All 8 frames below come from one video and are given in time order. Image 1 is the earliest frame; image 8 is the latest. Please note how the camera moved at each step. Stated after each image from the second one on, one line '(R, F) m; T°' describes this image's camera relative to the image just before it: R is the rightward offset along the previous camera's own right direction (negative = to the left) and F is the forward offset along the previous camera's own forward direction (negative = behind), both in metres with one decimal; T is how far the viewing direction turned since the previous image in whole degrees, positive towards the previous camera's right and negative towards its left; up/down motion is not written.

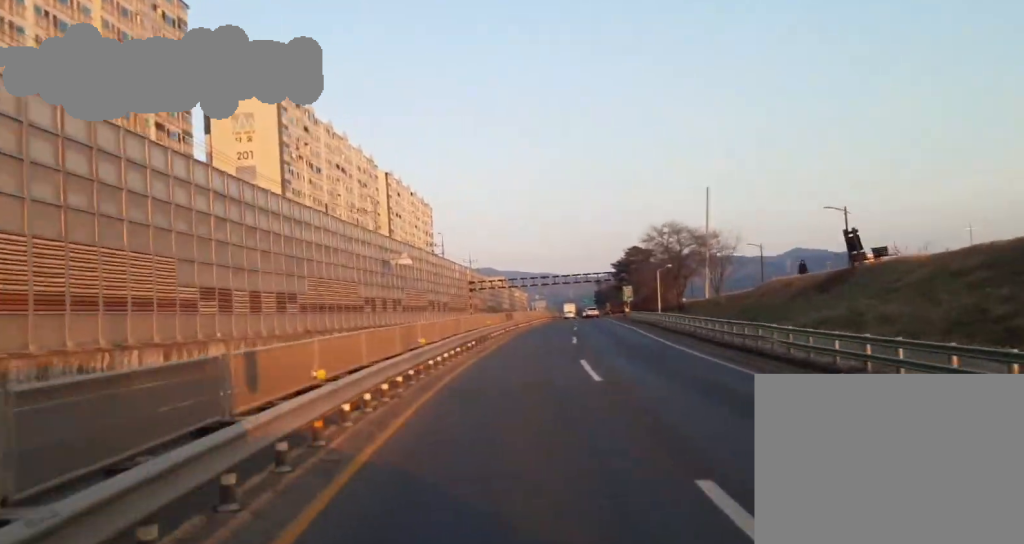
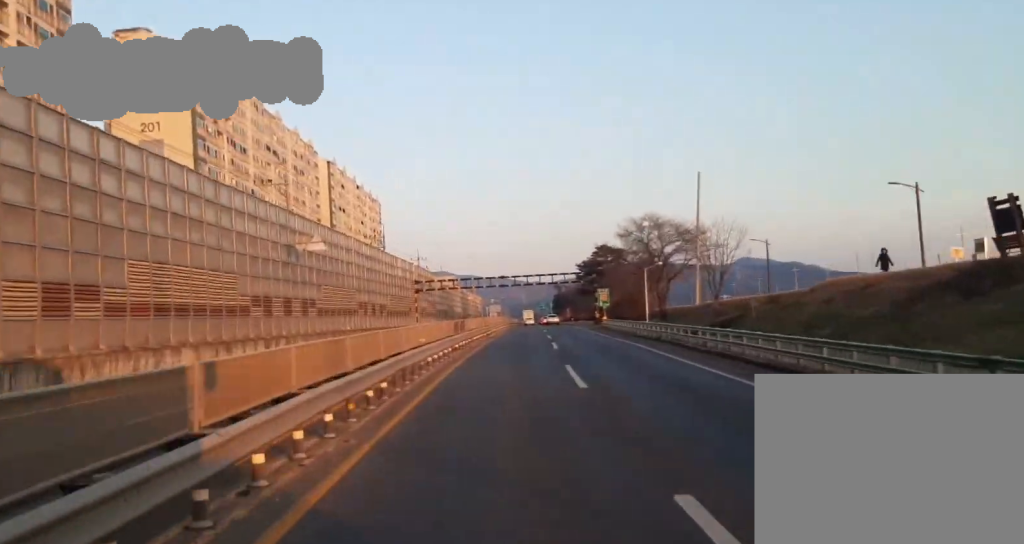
(+1.3, +19.9) m; +4°
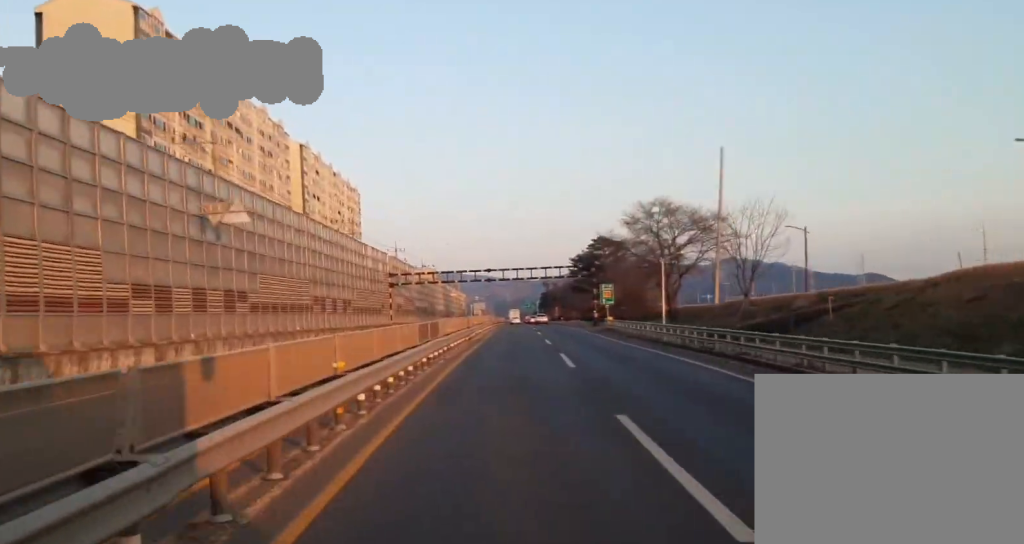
(-0.1, +13.8) m; +1°
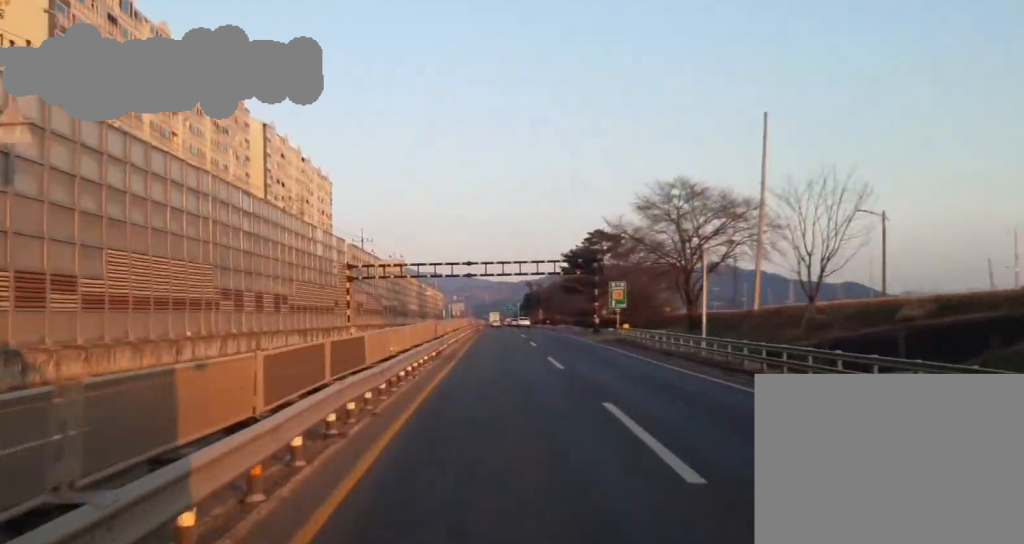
(0.0, +17.0) m; +1°
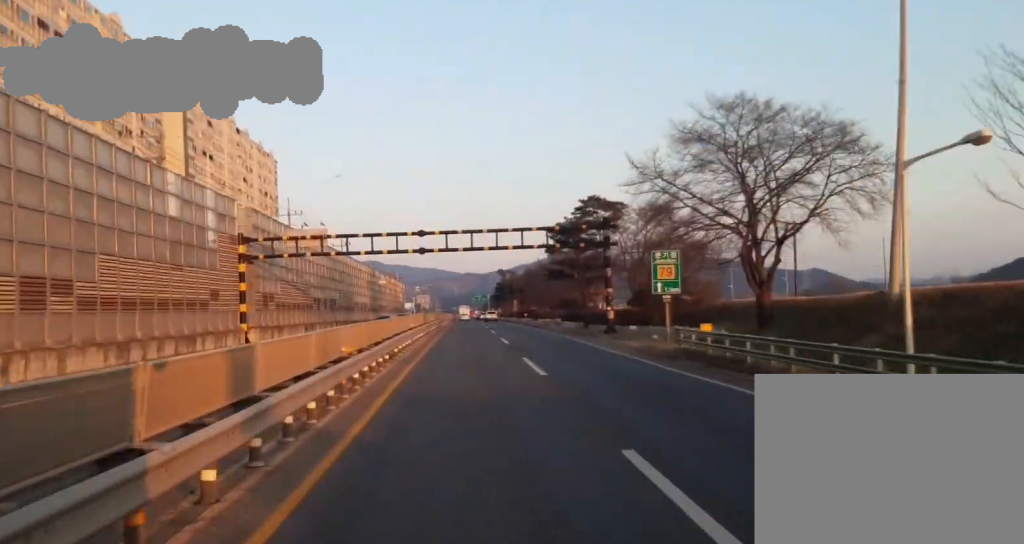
(+0.5, +25.6) m; +3°
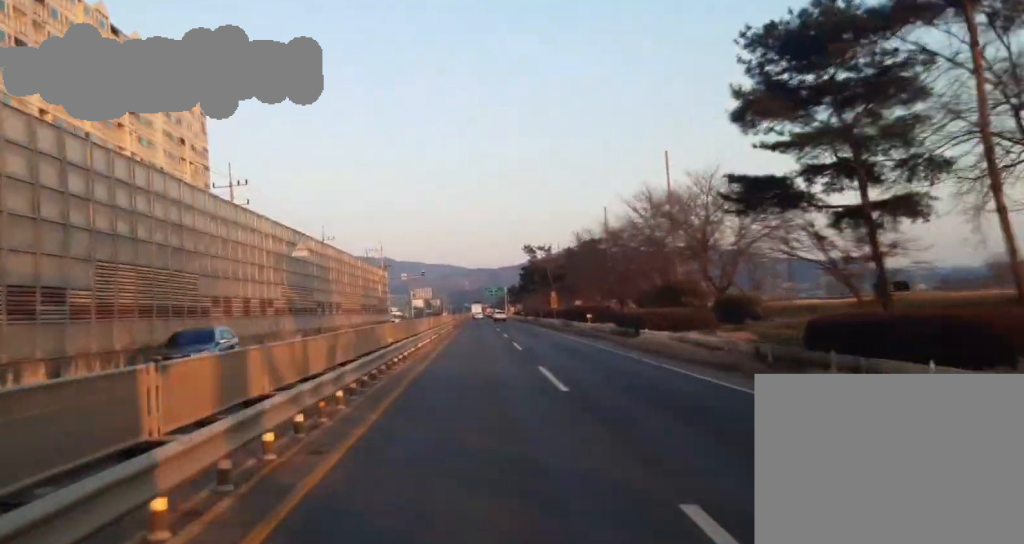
(+2.2, +61.6) m; +3°
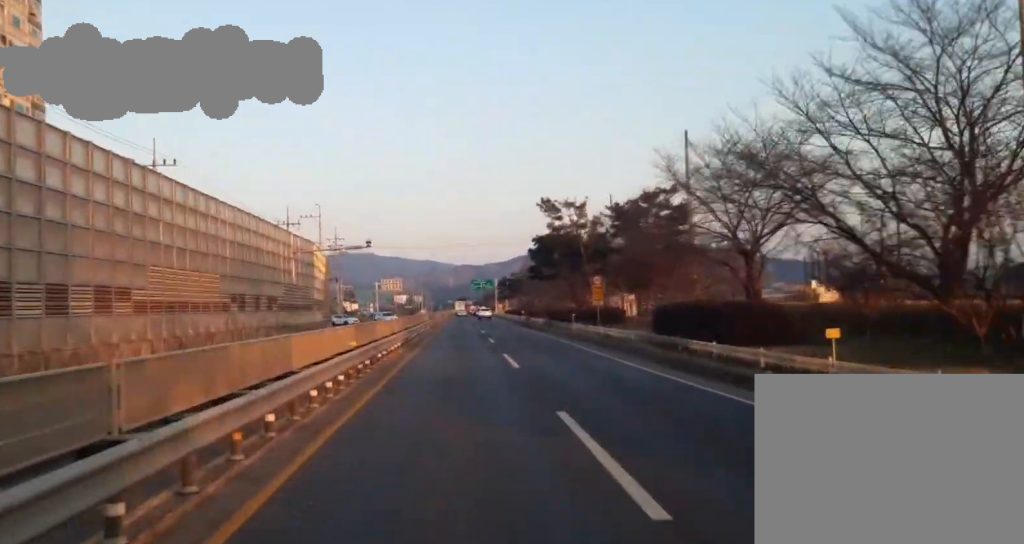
(+0.4, +50.9) m; +1°
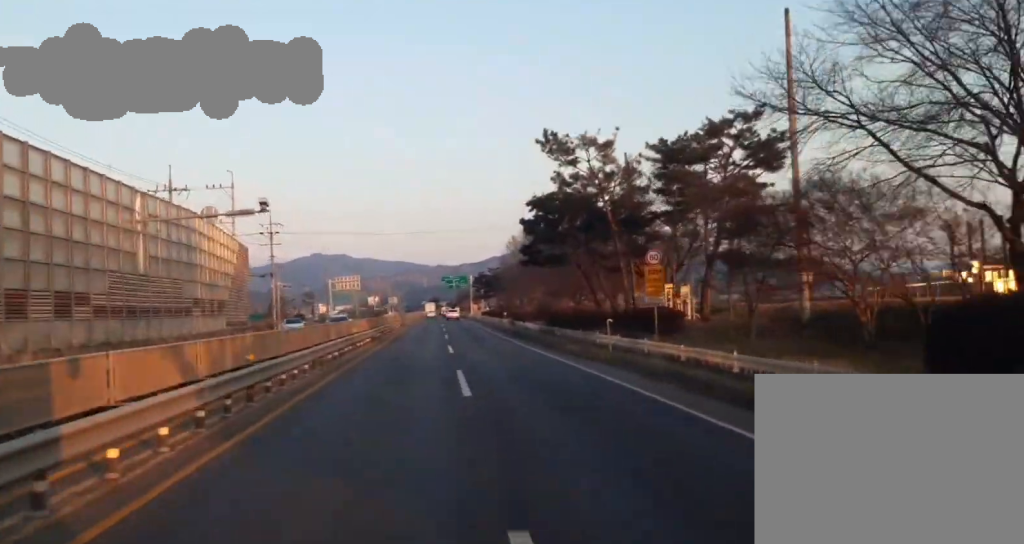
(+0.2, +29.0) m; +1°
